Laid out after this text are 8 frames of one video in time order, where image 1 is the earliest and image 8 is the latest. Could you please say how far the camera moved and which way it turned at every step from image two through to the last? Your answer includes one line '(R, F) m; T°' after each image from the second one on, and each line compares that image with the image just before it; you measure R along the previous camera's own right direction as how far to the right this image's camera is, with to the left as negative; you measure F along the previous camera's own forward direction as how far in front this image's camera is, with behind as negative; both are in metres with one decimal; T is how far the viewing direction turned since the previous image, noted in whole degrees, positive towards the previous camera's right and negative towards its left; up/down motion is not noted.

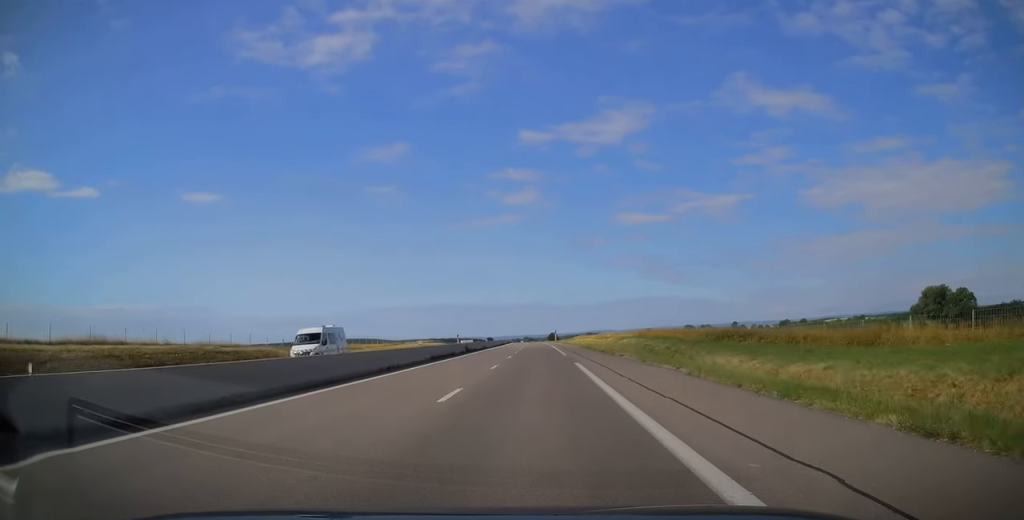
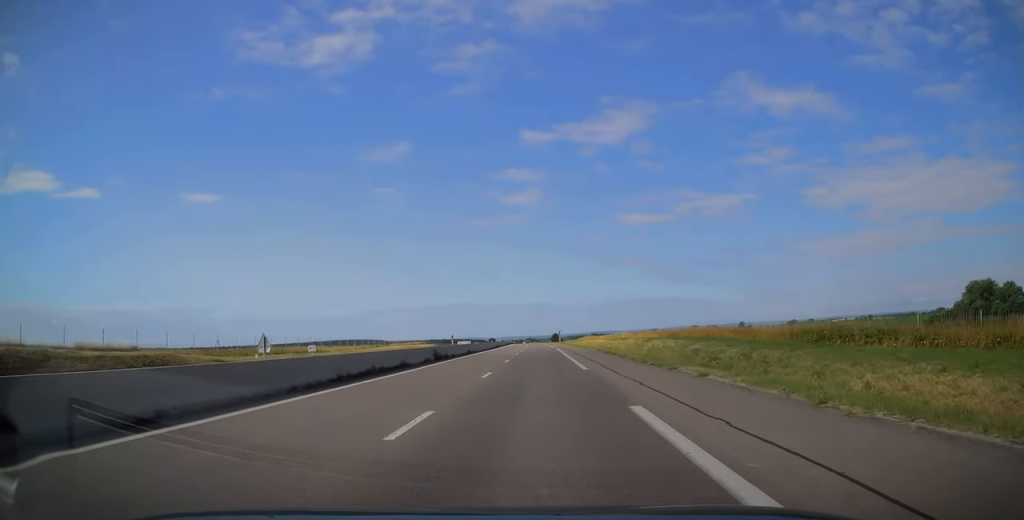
(0.0, +17.1) m; 0°
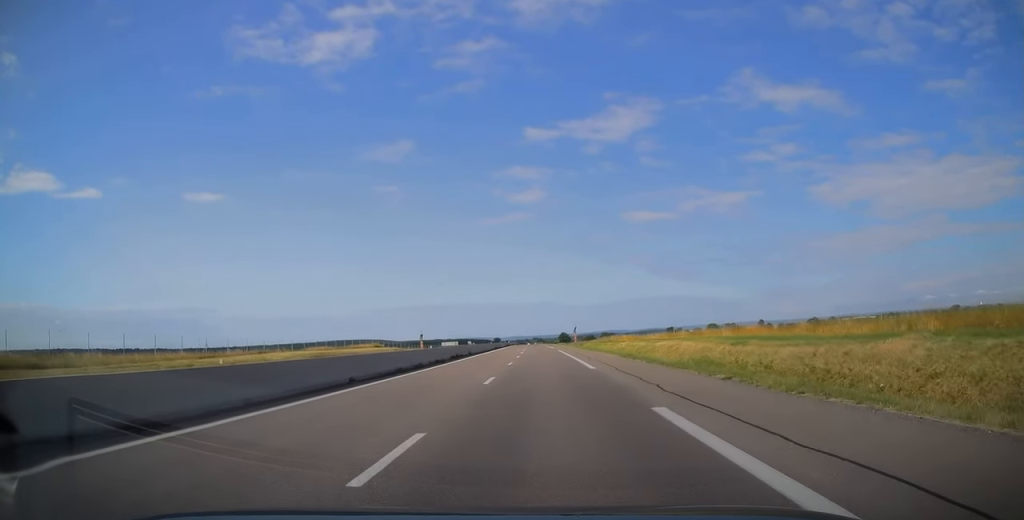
(-0.1, +51.9) m; 0°
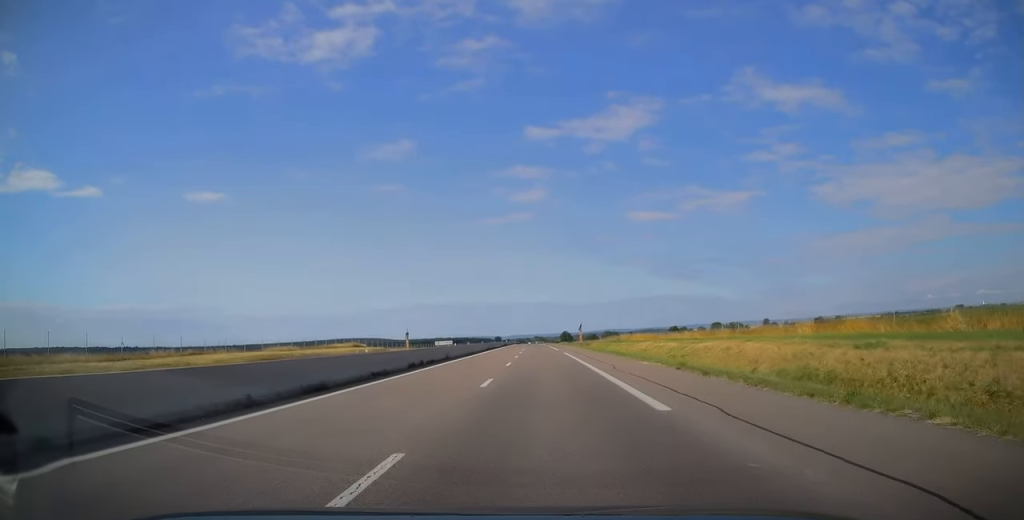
(0.0, +13.7) m; 0°
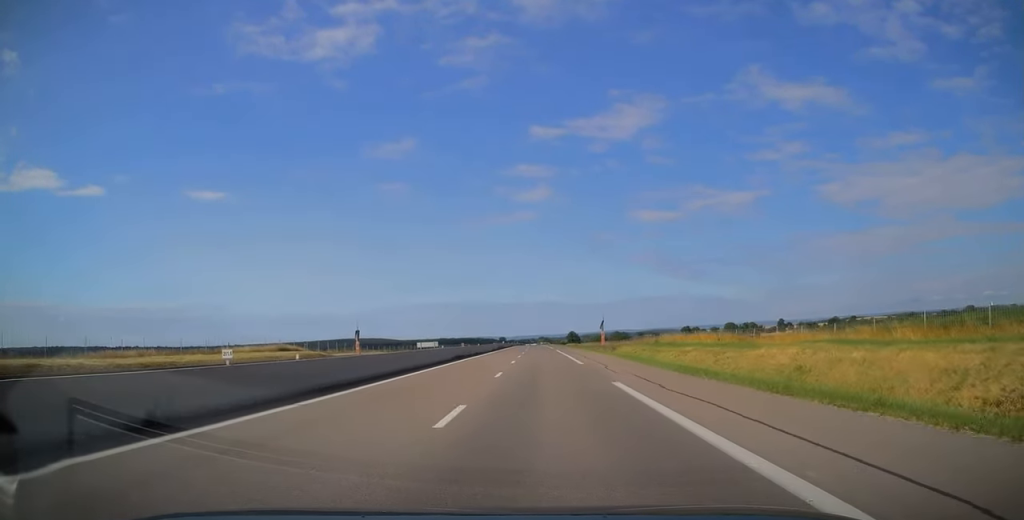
(0.0, +31.7) m; -1°
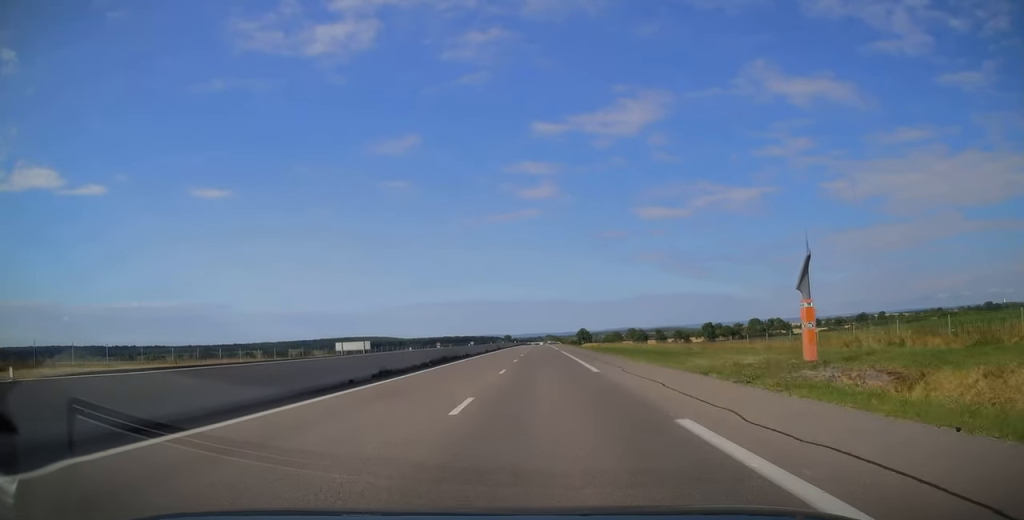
(-0.7, +60.5) m; 0°
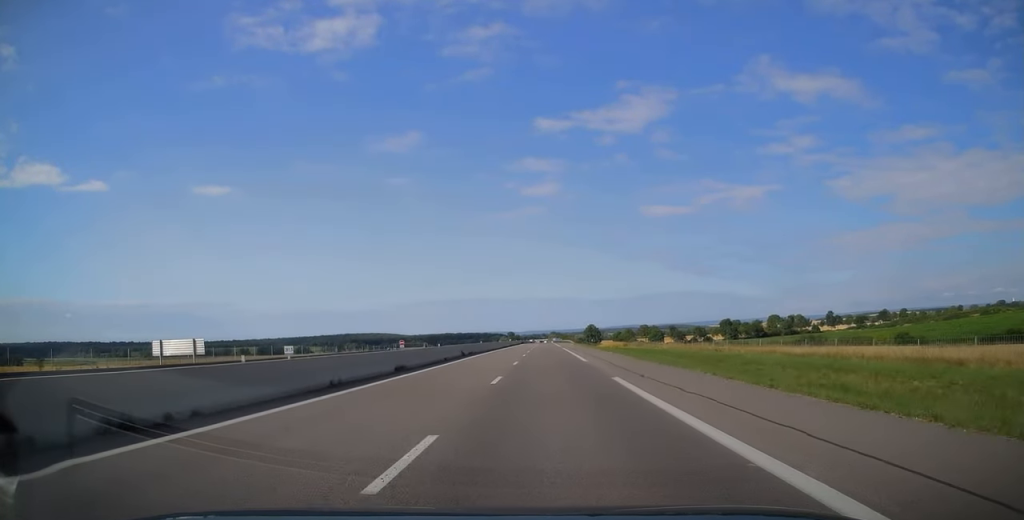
(+0.1, +42.8) m; 0°
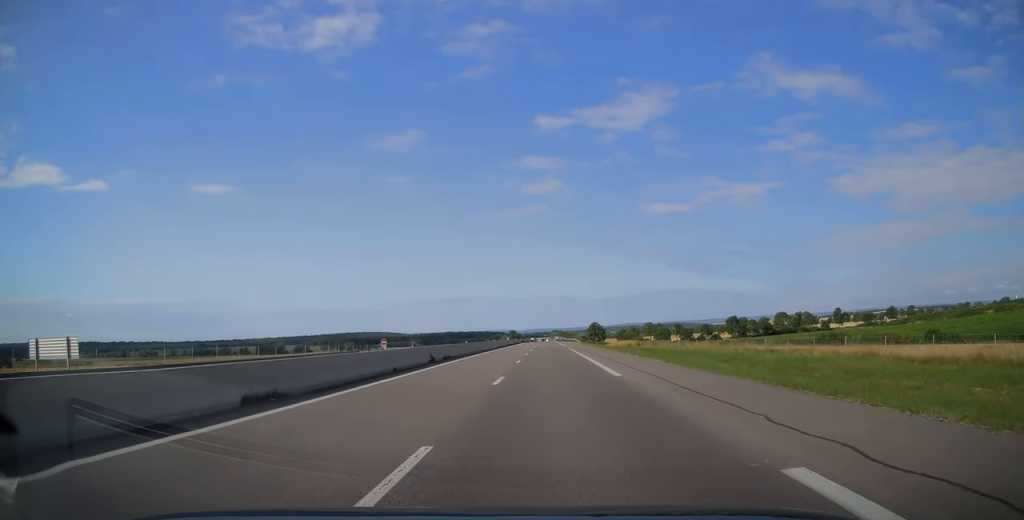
(0.0, +13.3) m; 0°
